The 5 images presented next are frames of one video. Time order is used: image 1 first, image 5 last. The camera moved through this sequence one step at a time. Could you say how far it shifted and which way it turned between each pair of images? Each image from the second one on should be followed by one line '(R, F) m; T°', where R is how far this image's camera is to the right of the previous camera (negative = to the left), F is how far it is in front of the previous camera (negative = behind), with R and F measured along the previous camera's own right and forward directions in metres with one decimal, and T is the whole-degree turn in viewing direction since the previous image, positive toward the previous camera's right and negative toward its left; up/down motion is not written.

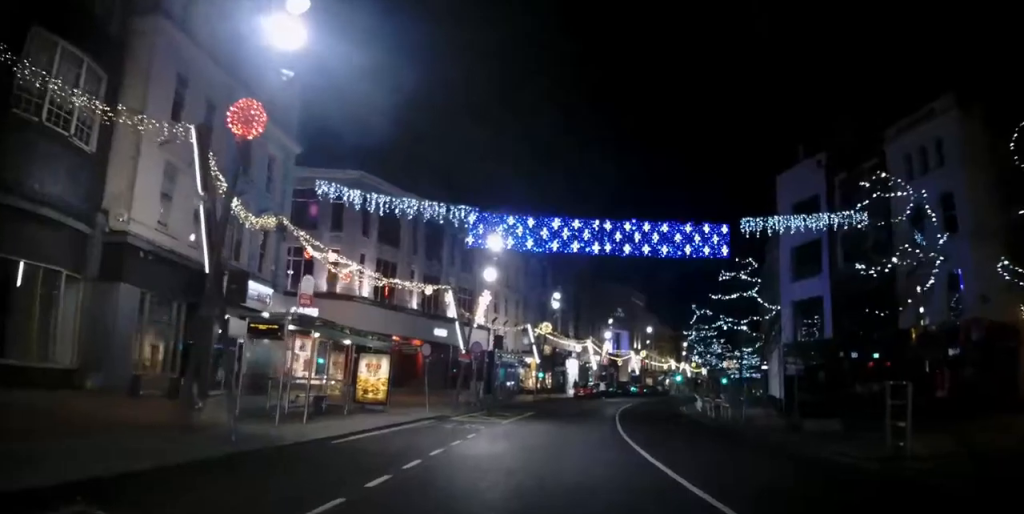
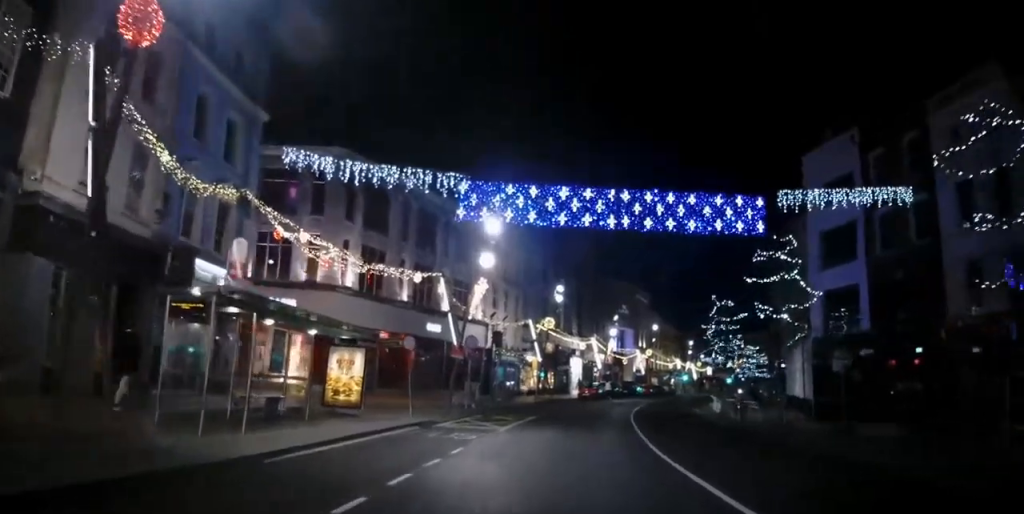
(-0.1, +3.5) m; -2°
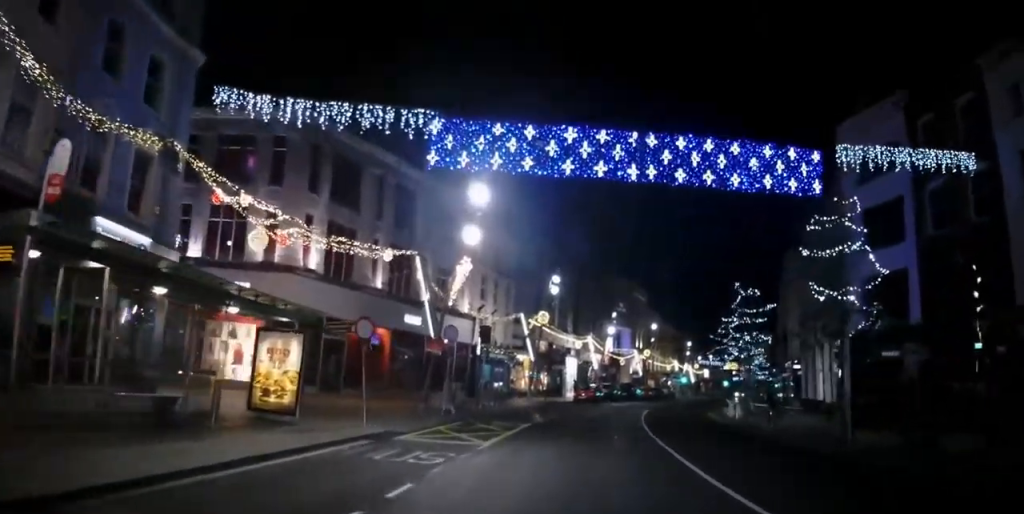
(0.0, +4.6) m; +3°
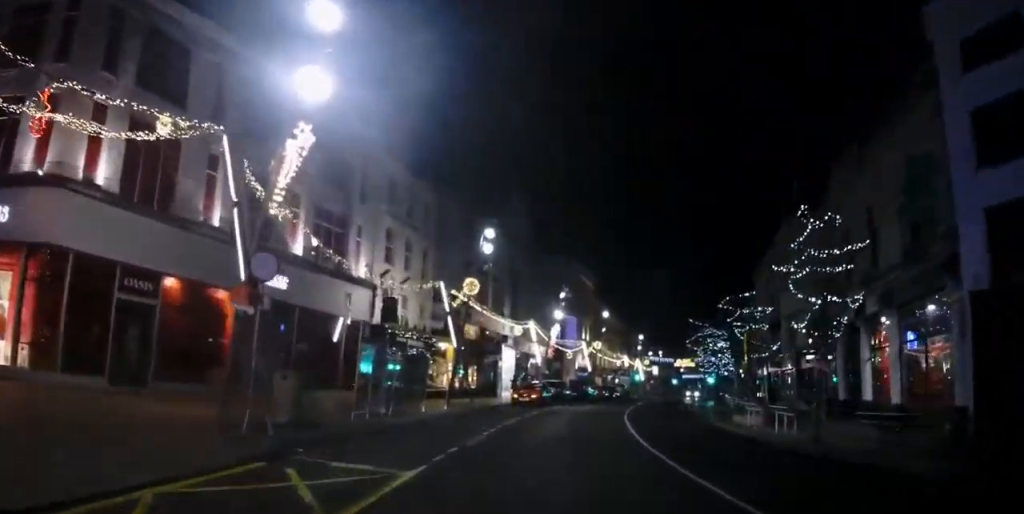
(+0.8, +11.7) m; +7°
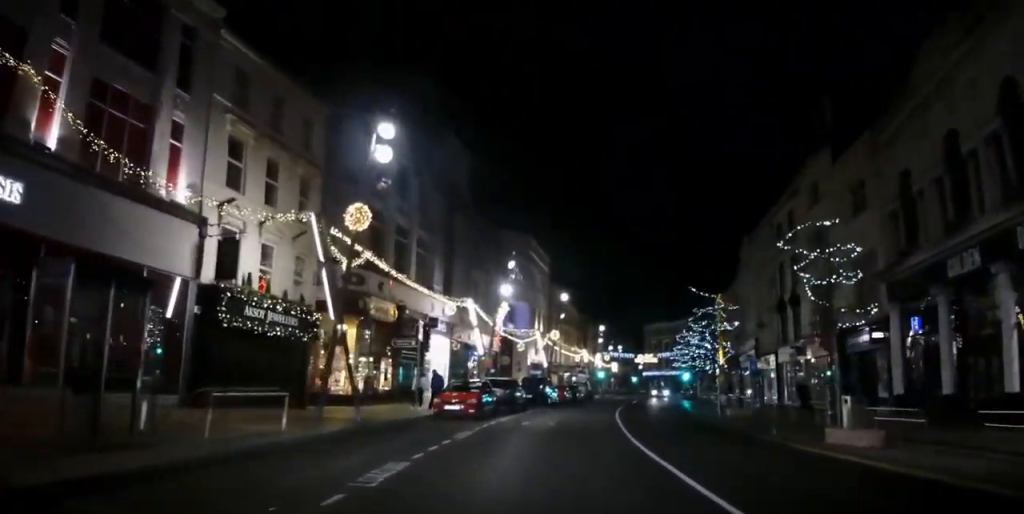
(+0.7, +11.9) m; +7°
